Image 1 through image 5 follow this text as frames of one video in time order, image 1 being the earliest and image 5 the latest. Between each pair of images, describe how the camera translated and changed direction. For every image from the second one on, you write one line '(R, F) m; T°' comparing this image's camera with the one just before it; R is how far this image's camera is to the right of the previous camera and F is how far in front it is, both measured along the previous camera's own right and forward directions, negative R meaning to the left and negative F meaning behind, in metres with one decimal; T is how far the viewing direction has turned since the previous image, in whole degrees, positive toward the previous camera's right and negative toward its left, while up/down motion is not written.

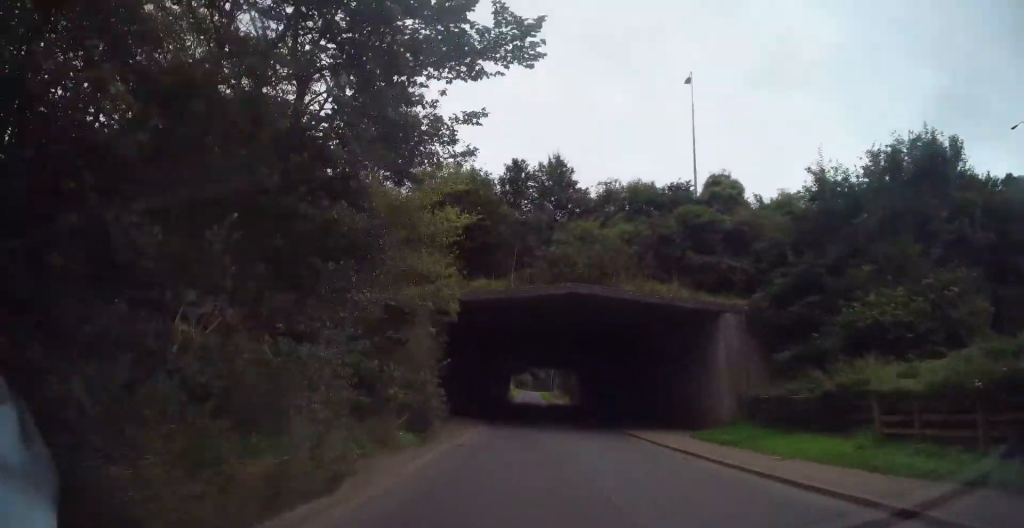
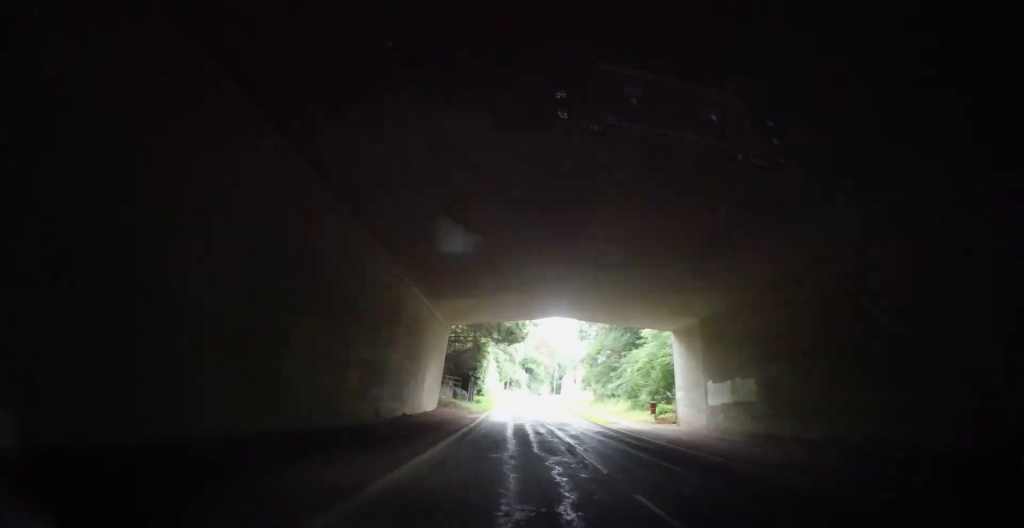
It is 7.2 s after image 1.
(+1.4, +54.7) m; -1°
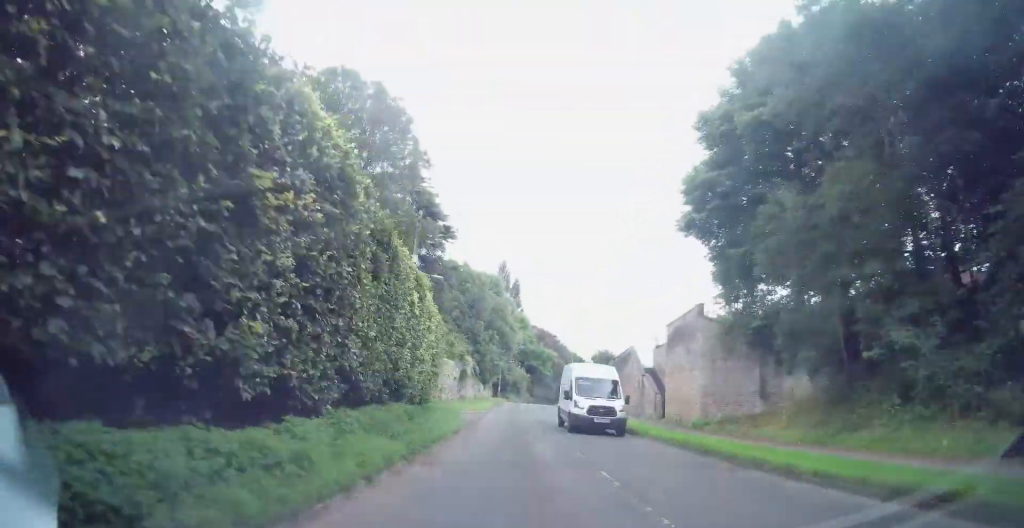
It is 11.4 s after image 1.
(-1.0, +39.8) m; -2°
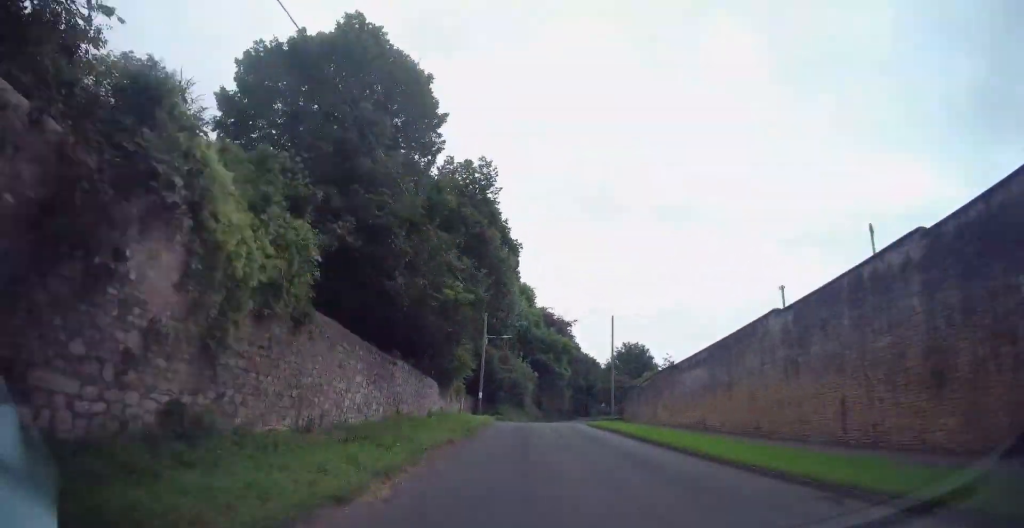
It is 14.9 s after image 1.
(+0.5, +37.4) m; +5°
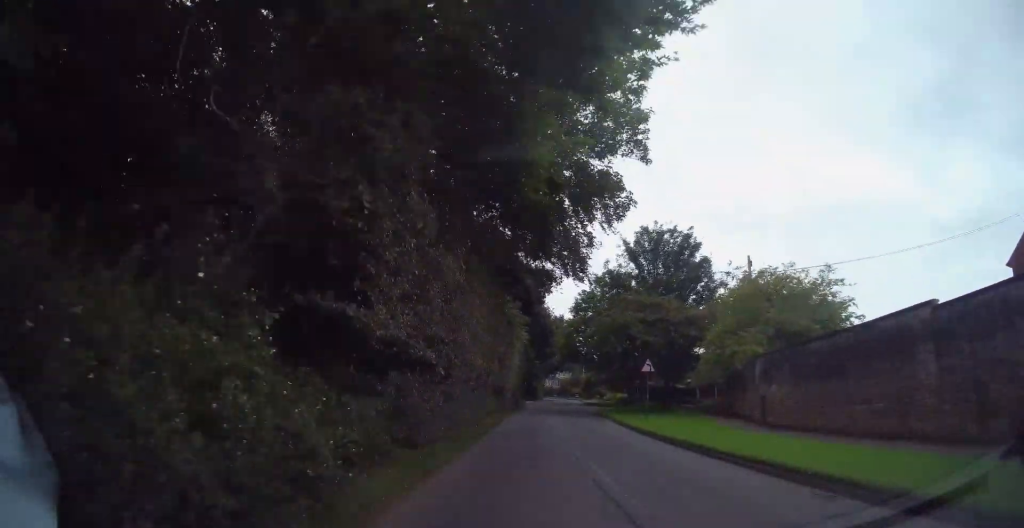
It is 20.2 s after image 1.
(+5.7, +60.0) m; +9°
